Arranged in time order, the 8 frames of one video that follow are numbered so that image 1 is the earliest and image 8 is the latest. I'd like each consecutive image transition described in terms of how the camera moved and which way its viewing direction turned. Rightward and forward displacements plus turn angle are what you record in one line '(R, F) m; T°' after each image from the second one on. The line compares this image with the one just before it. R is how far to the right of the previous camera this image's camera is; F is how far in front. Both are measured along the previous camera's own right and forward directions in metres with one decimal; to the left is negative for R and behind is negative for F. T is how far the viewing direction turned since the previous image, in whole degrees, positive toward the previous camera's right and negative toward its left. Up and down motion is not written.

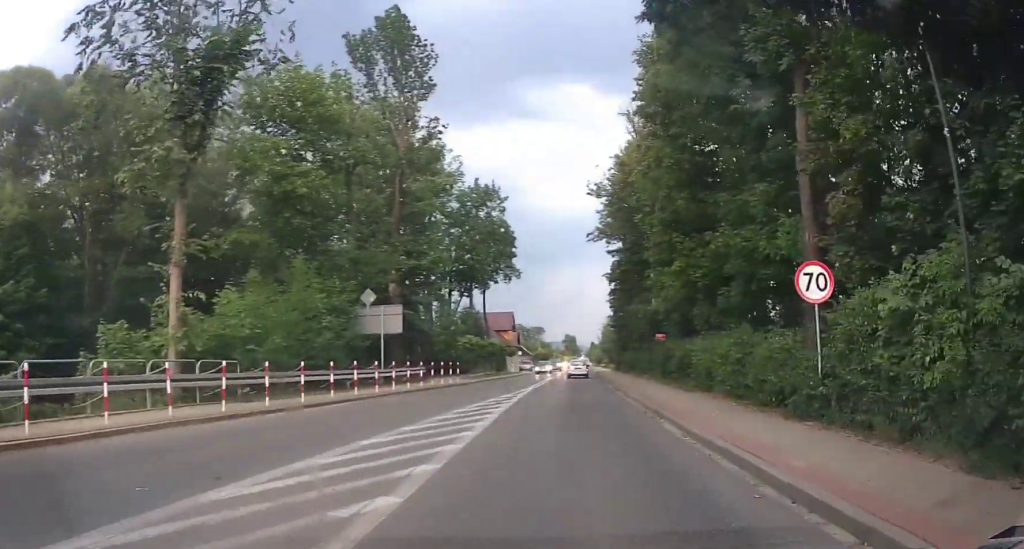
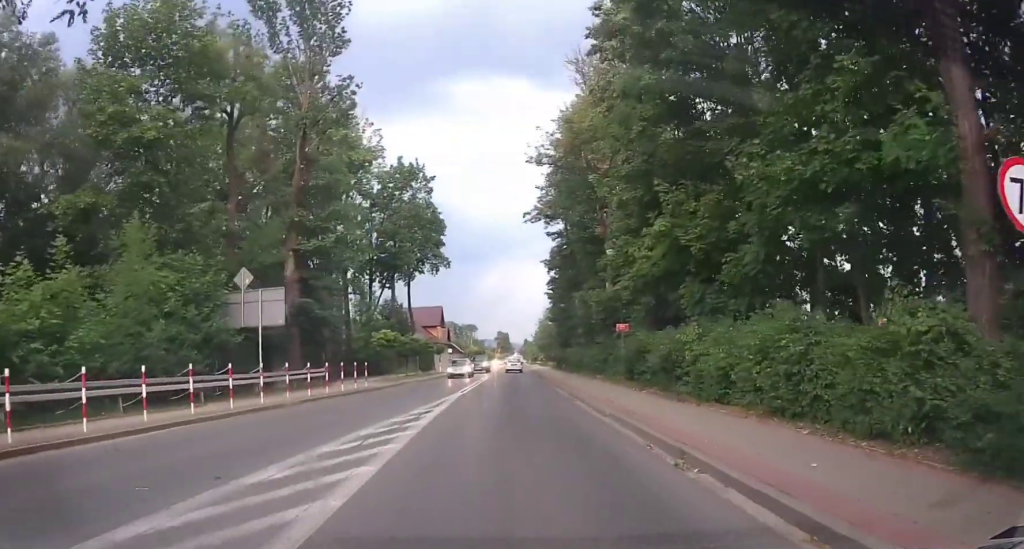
(+0.8, +7.4) m; +9°
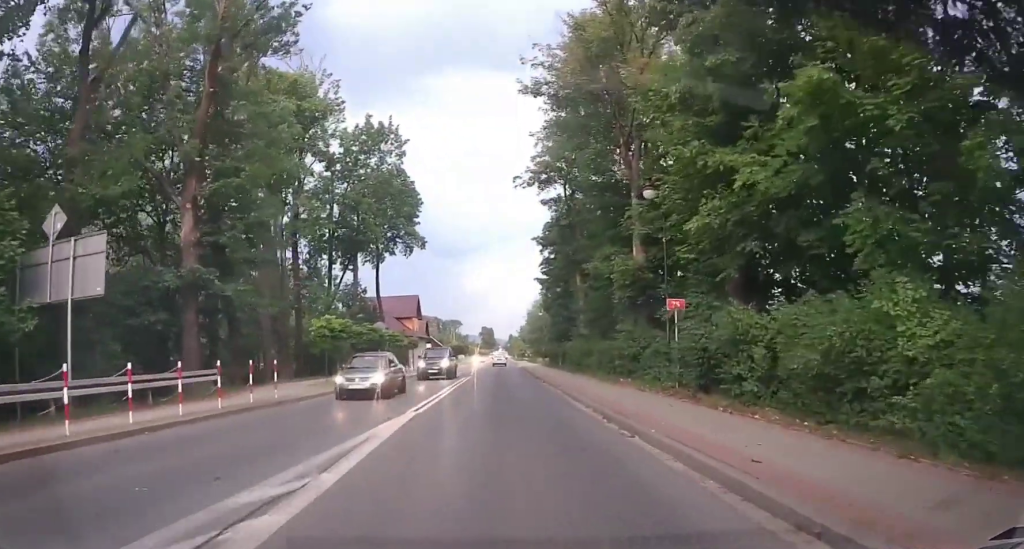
(+0.4, +10.7) m; +4°
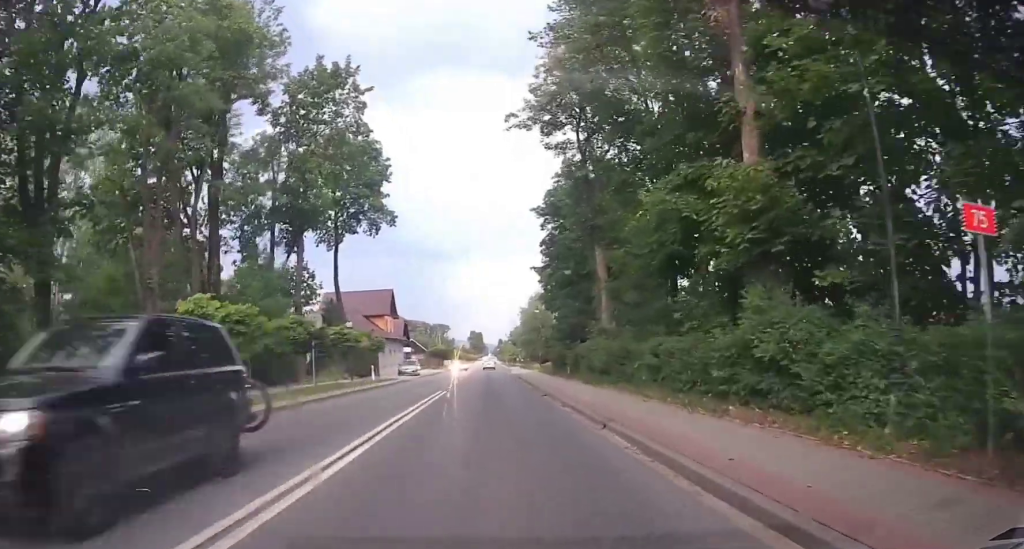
(+0.2, +14.5) m; +1°
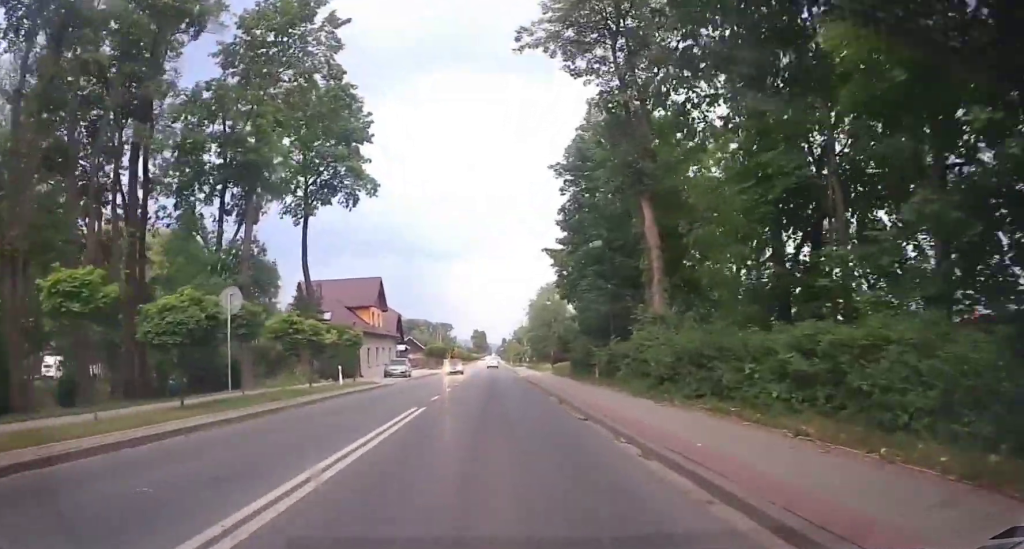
(0.0, +11.0) m; 0°
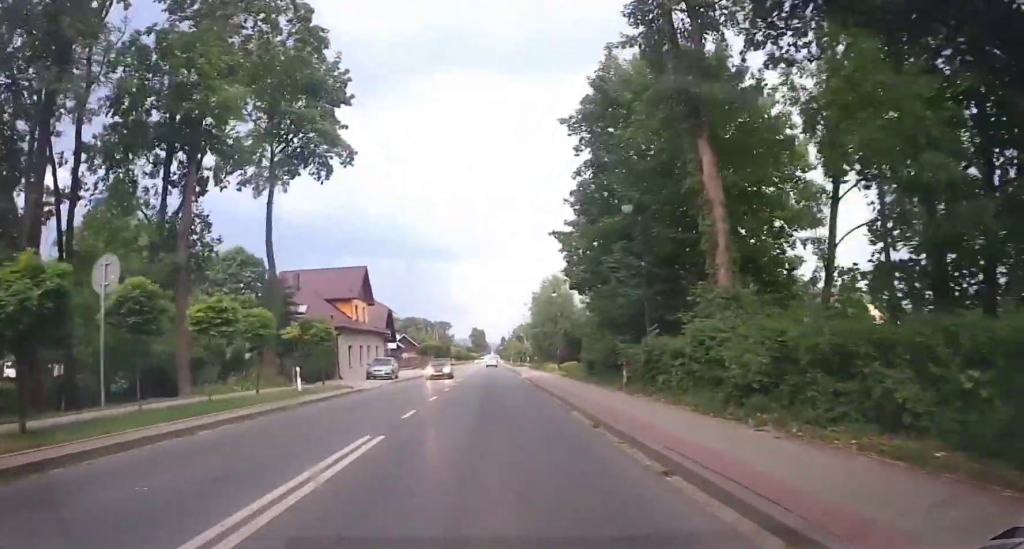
(+0.1, +7.2) m; 0°
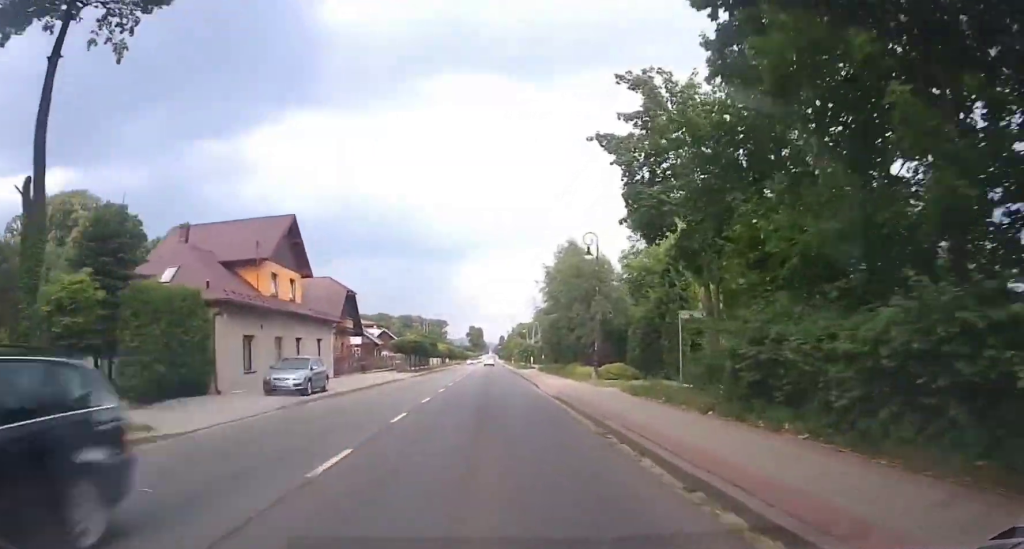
(-0.3, +20.6) m; 0°
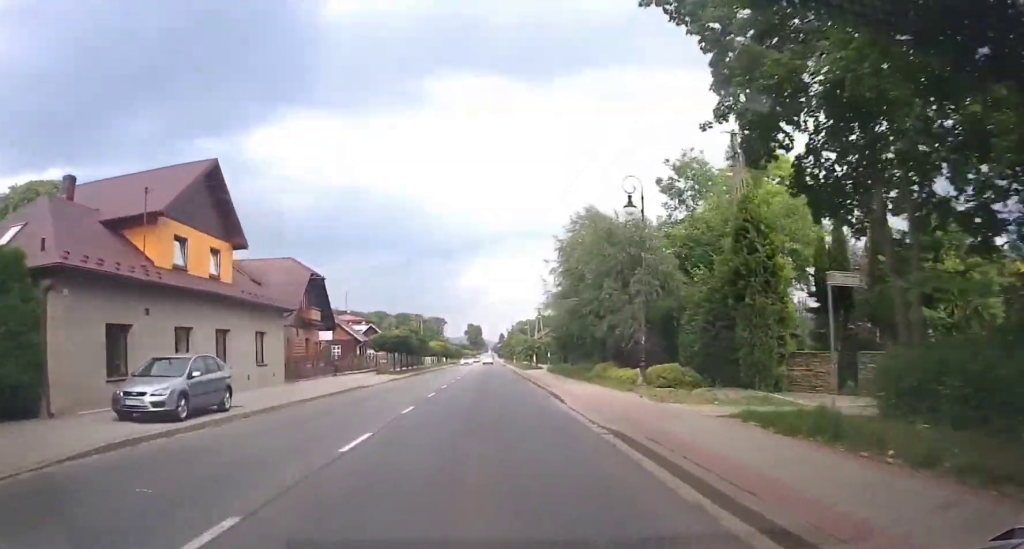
(+0.1, +10.4) m; +1°
